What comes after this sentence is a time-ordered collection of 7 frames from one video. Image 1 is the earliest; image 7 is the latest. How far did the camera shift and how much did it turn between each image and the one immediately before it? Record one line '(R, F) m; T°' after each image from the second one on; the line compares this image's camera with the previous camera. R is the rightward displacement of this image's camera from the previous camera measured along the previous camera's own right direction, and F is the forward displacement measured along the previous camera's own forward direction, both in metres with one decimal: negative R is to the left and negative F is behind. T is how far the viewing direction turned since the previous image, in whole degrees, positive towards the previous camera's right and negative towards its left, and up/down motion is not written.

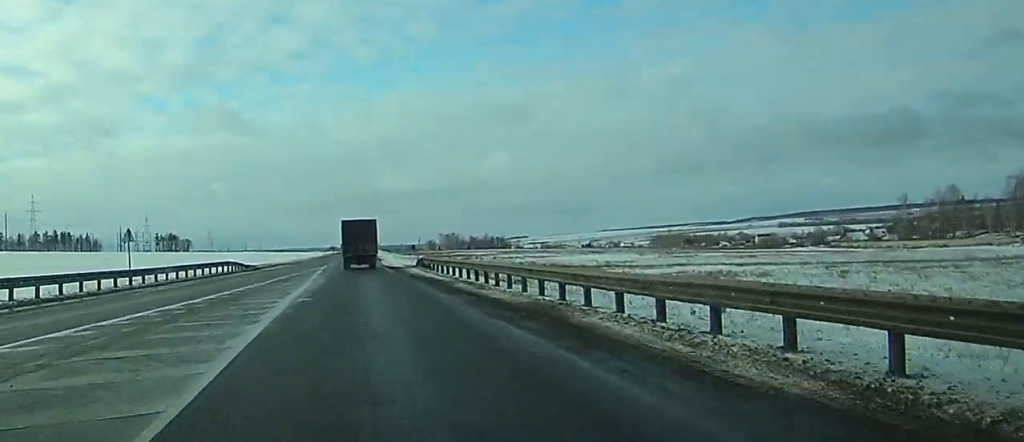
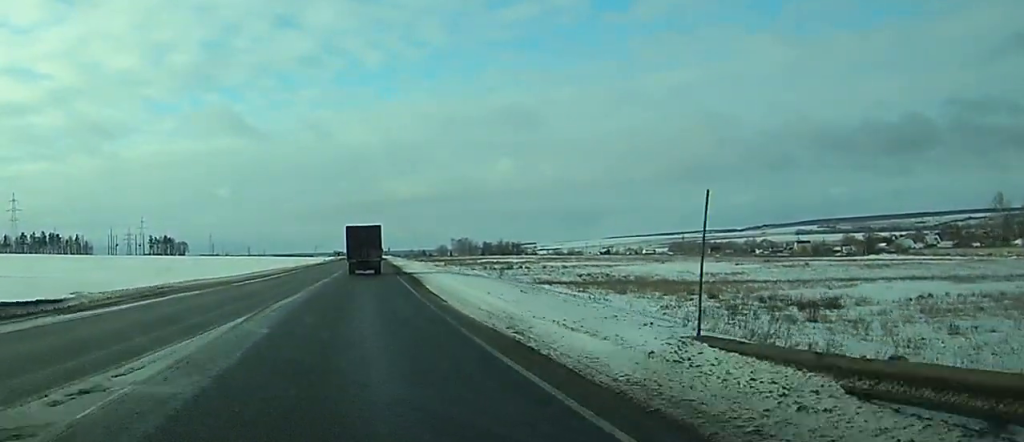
(+0.1, +49.3) m; 0°
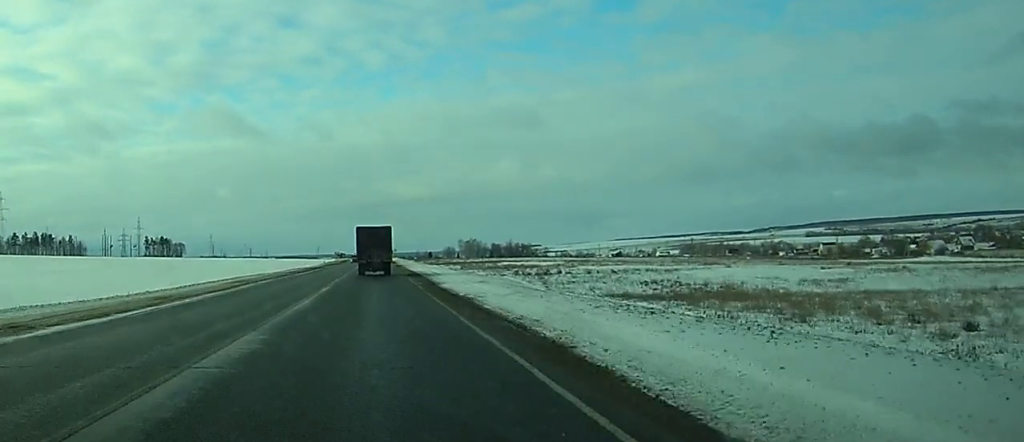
(0.0, +28.7) m; -1°
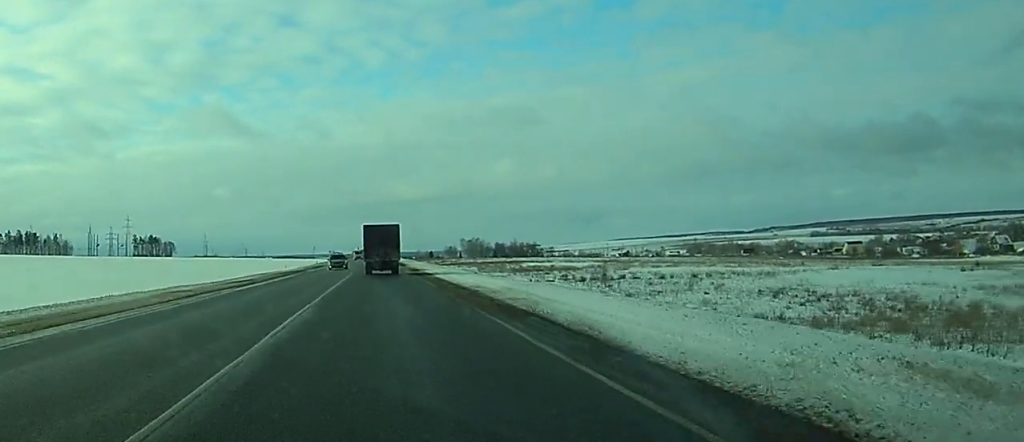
(-0.4, +32.1) m; -1°
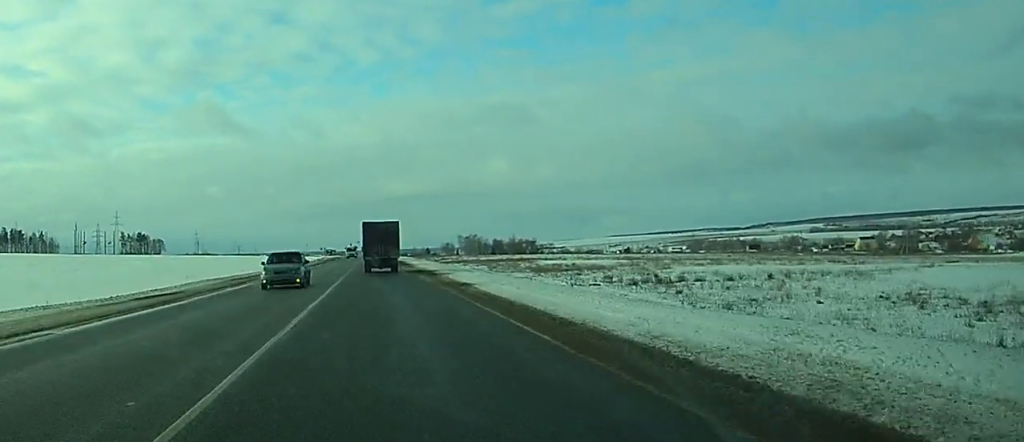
(0.0, +19.8) m; +1°
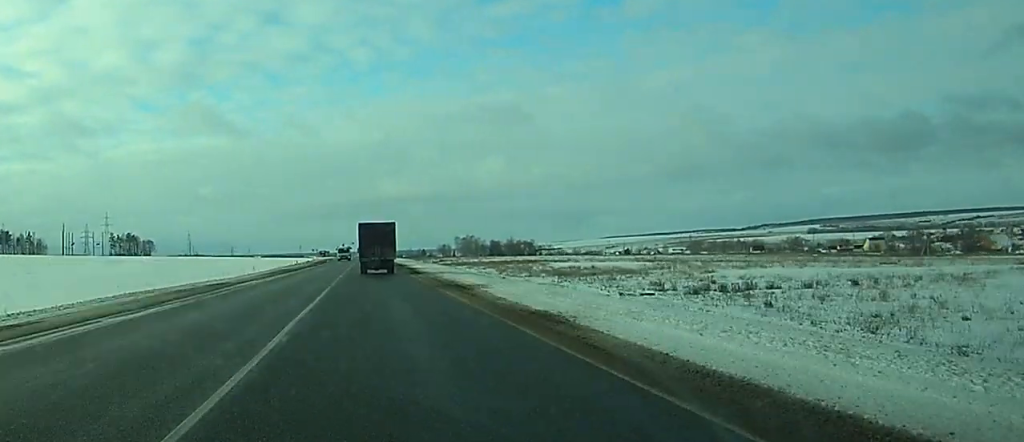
(+0.1, +15.2) m; +1°
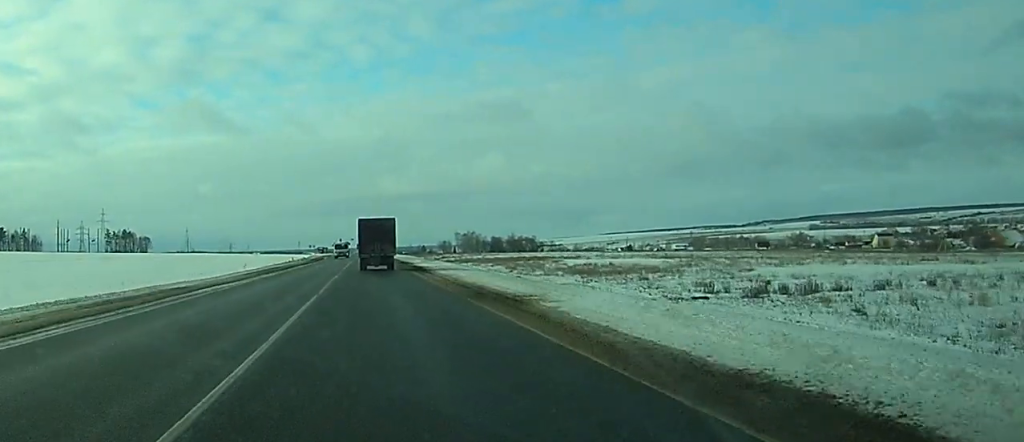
(0.0, +9.6) m; 0°
